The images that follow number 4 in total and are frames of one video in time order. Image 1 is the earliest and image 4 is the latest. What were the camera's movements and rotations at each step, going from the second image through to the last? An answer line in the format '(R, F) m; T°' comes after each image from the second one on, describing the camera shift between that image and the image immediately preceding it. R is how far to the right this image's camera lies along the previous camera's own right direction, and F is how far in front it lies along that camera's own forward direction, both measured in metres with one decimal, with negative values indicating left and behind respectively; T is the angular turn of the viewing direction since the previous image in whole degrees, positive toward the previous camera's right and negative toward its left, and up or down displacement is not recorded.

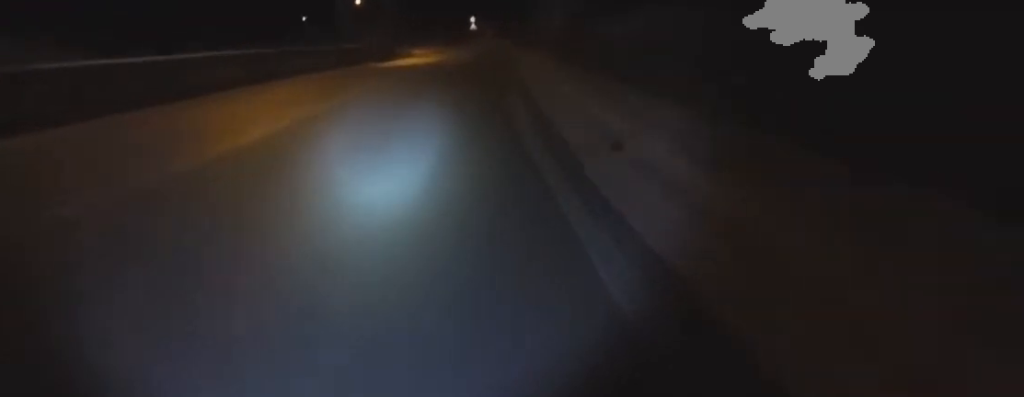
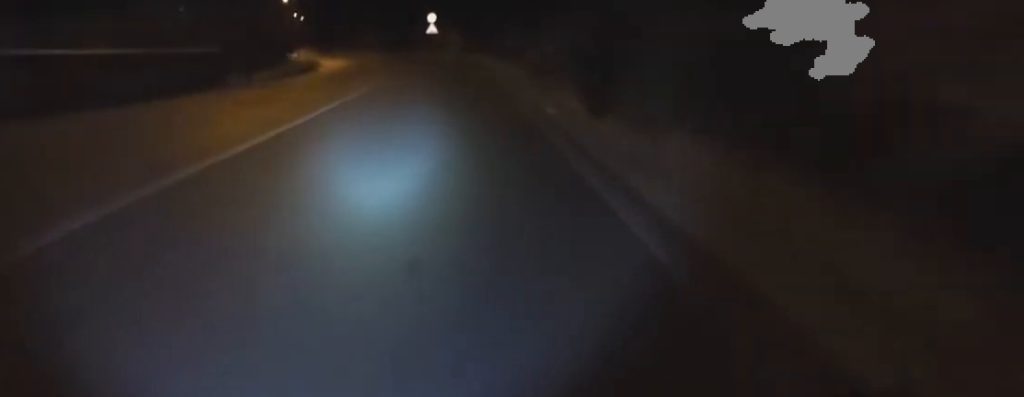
(+2.1, +24.7) m; 0°
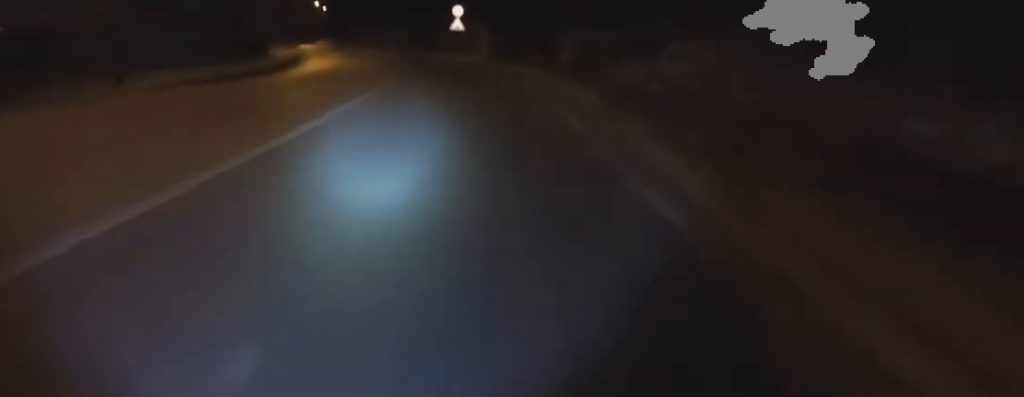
(-0.5, +8.2) m; -2°
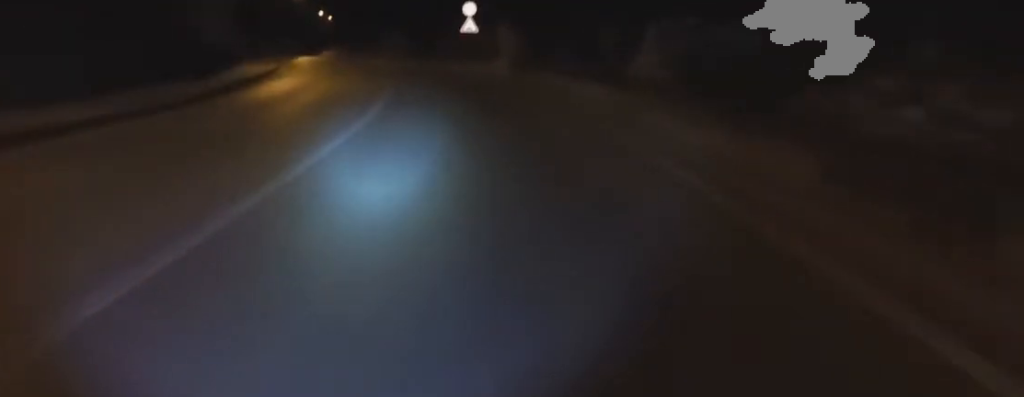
(+0.6, +6.5) m; 0°
